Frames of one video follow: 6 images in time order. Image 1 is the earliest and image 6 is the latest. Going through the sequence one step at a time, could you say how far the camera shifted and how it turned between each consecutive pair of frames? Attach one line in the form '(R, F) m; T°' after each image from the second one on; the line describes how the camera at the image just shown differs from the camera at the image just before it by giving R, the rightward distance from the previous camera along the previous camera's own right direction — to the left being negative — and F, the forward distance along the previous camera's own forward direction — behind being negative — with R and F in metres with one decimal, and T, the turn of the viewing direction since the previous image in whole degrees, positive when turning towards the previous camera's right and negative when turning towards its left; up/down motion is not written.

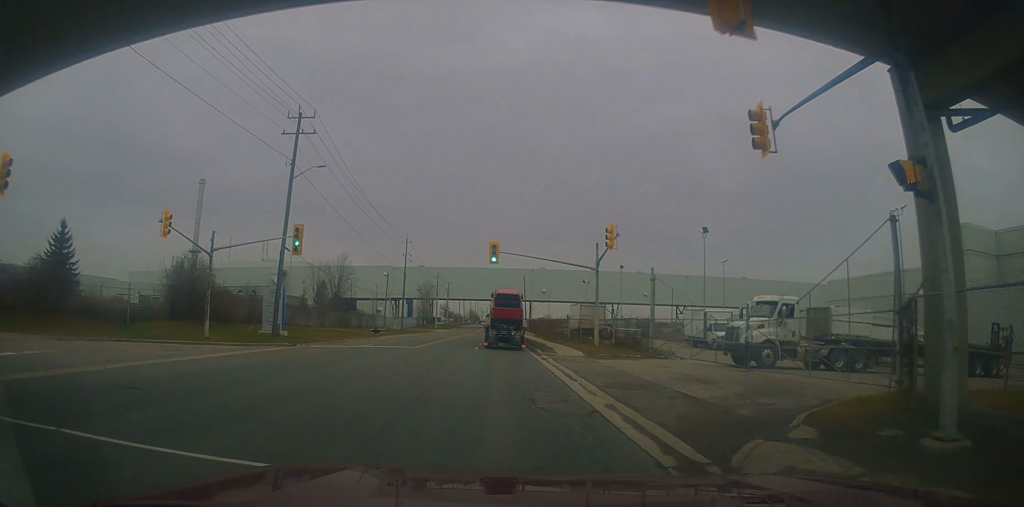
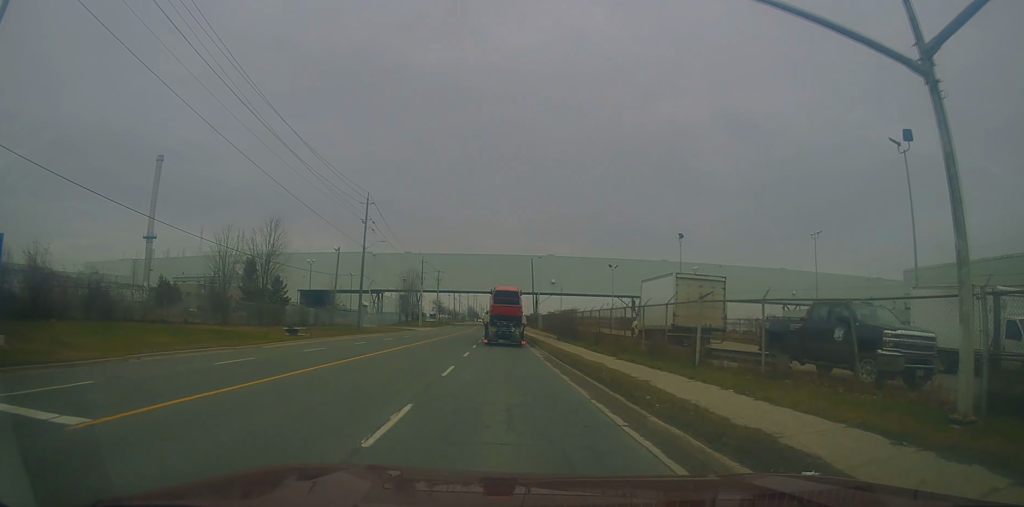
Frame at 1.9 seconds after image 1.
(0.0, +29.0) m; +1°
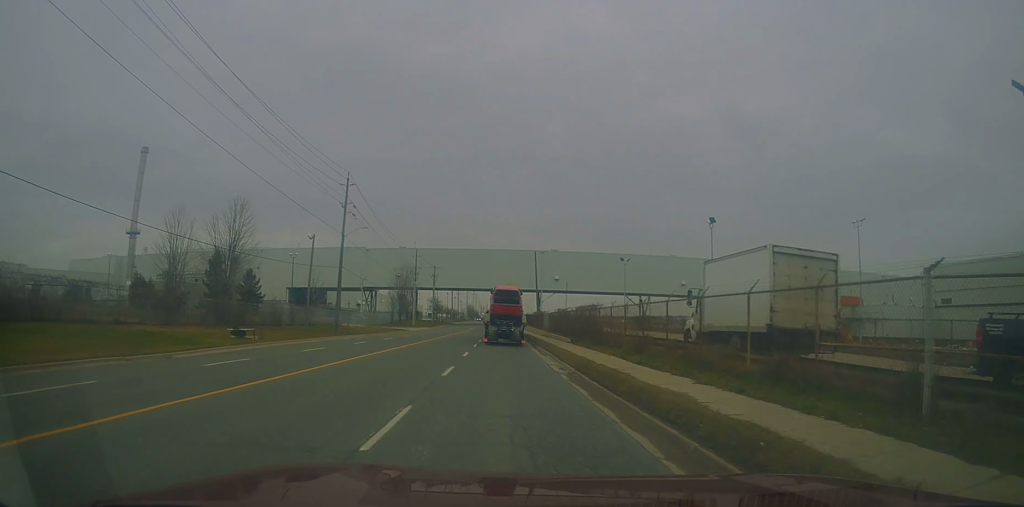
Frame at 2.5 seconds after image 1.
(+0.1, +9.1) m; 0°
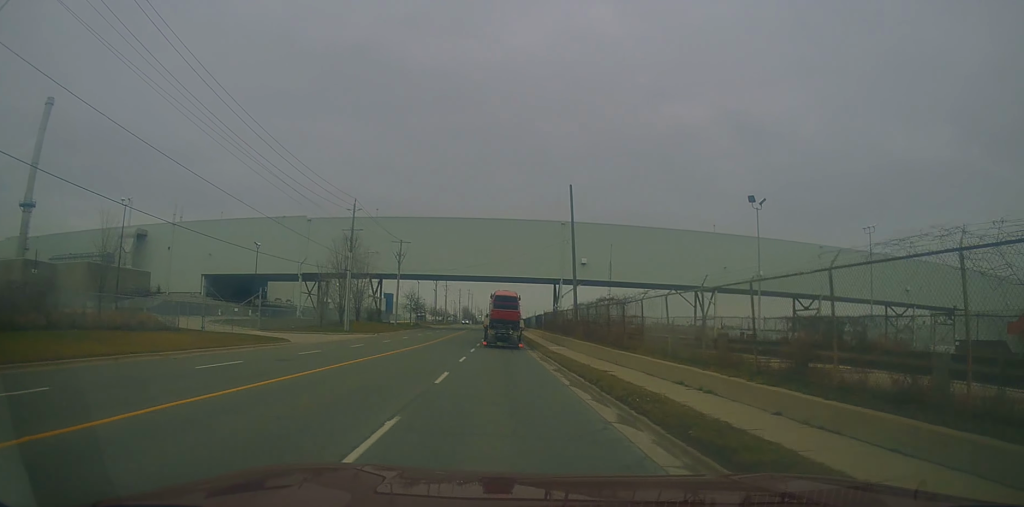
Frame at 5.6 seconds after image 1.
(-0.5, +46.6) m; -1°
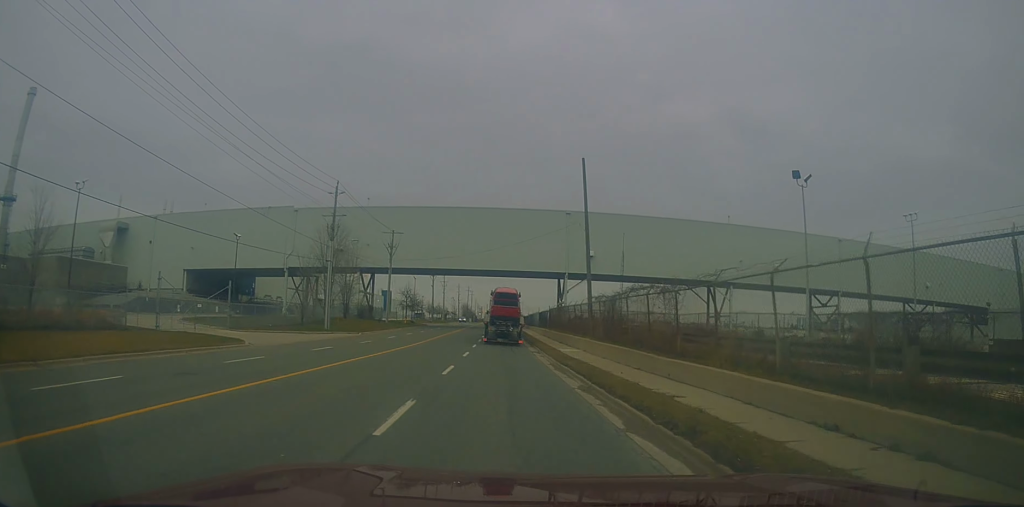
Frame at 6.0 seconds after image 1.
(-0.2, +7.1) m; 0°
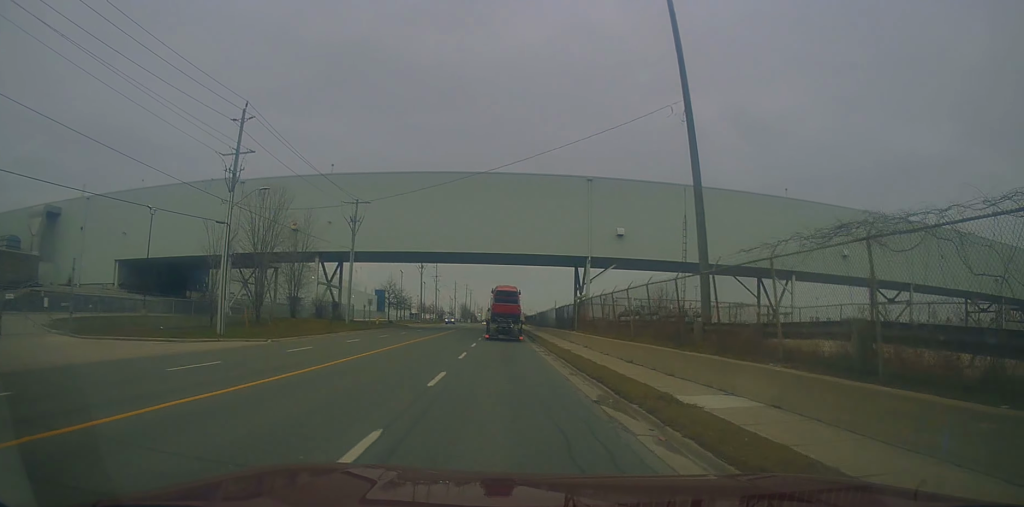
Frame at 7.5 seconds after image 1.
(+0.2, +21.8) m; 0°
